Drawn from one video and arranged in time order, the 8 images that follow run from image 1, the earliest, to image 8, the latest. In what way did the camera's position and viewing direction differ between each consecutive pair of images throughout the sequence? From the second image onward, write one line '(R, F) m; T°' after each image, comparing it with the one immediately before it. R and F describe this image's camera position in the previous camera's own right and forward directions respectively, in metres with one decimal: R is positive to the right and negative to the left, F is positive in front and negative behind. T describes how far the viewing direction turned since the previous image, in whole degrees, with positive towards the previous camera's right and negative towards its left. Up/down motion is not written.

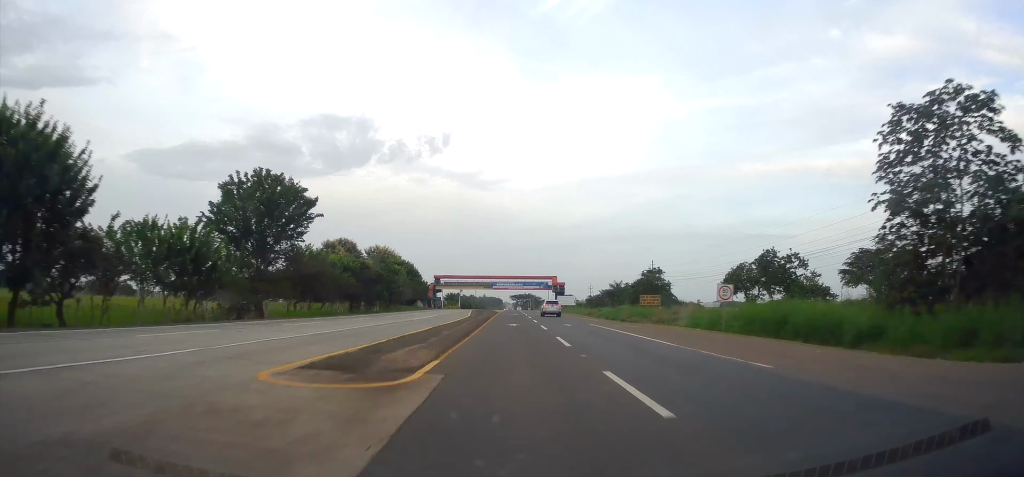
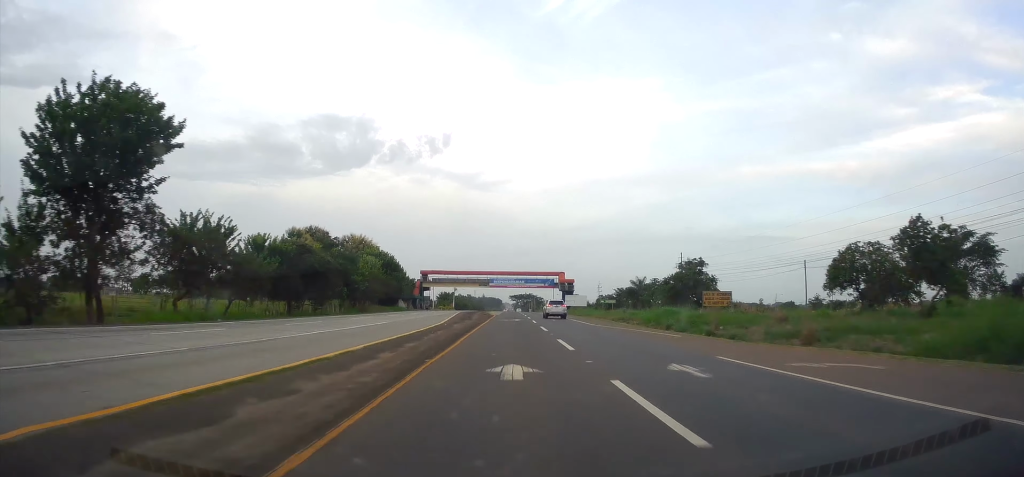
(-0.1, +24.8) m; 0°
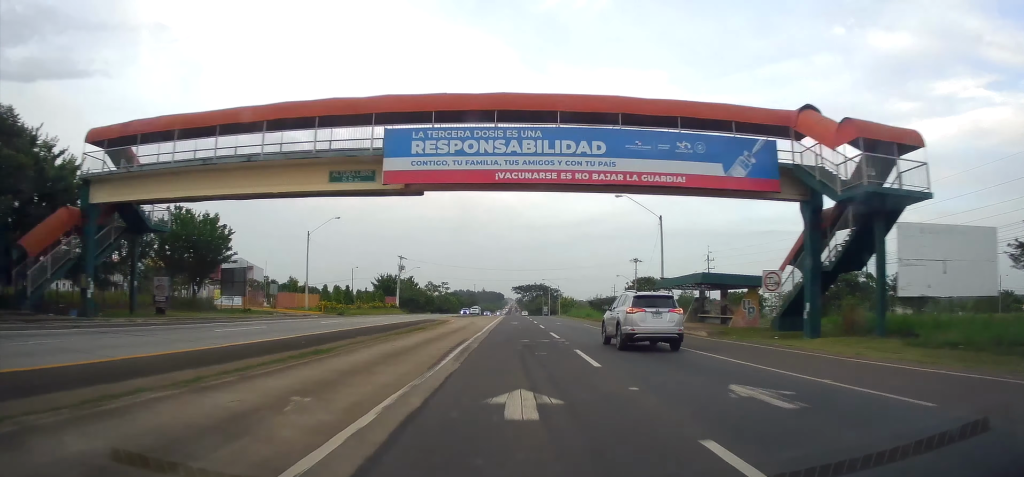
(+0.1, +118.7) m; 0°
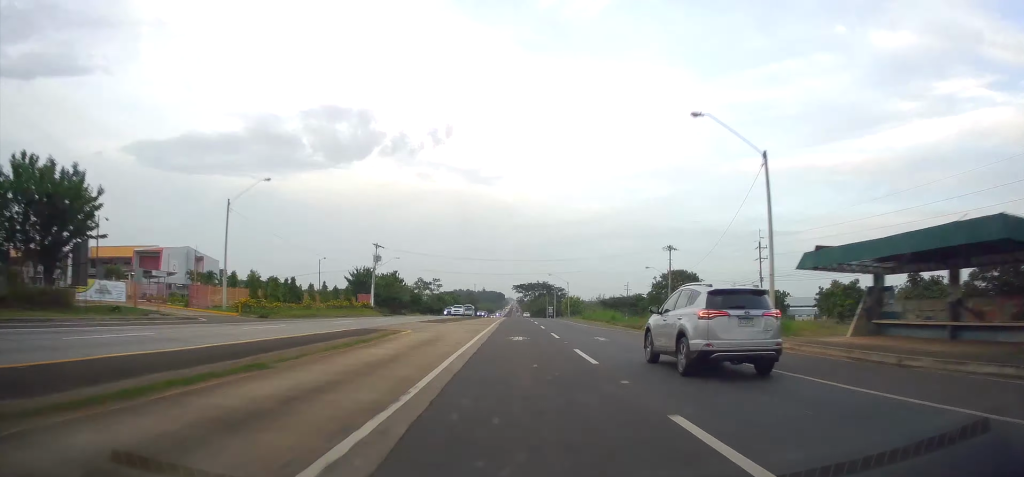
(+0.1, +21.0) m; 0°
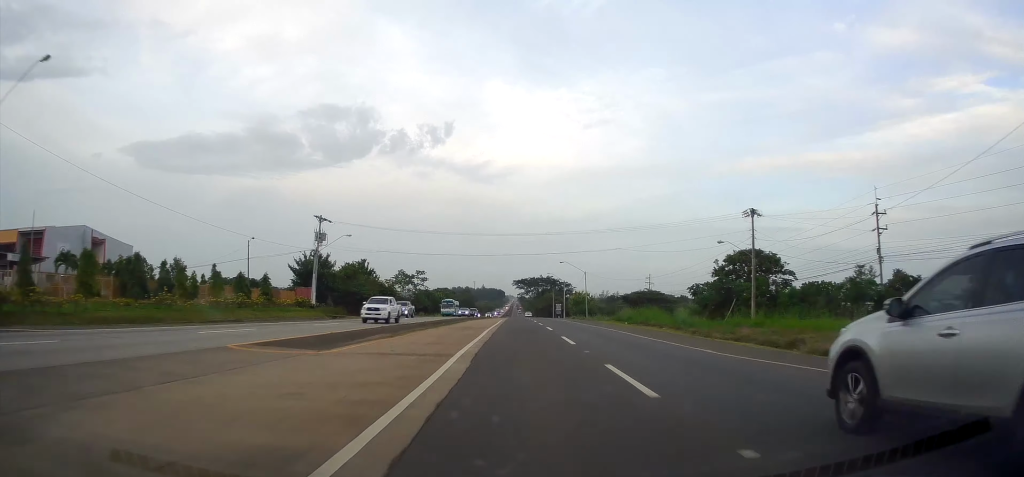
(+0.3, +28.0) m; 0°
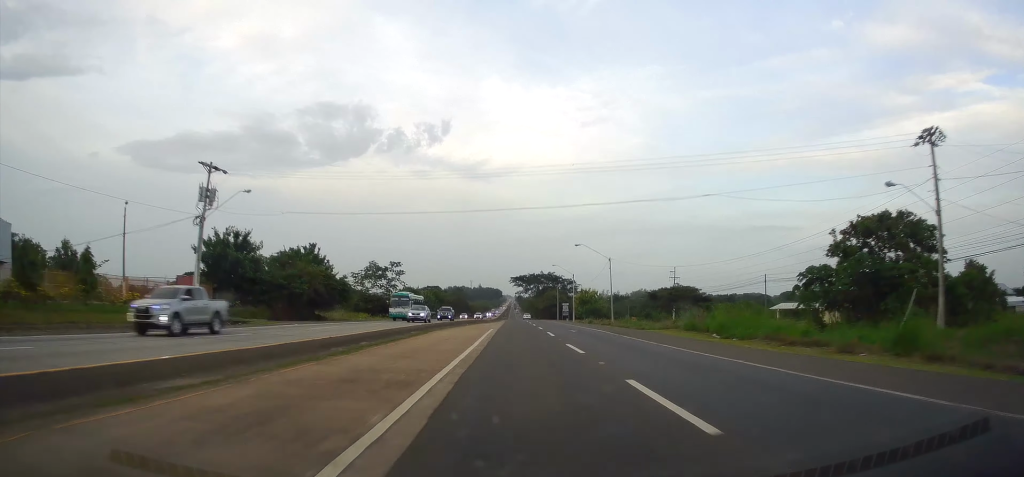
(0.0, +25.8) m; 0°
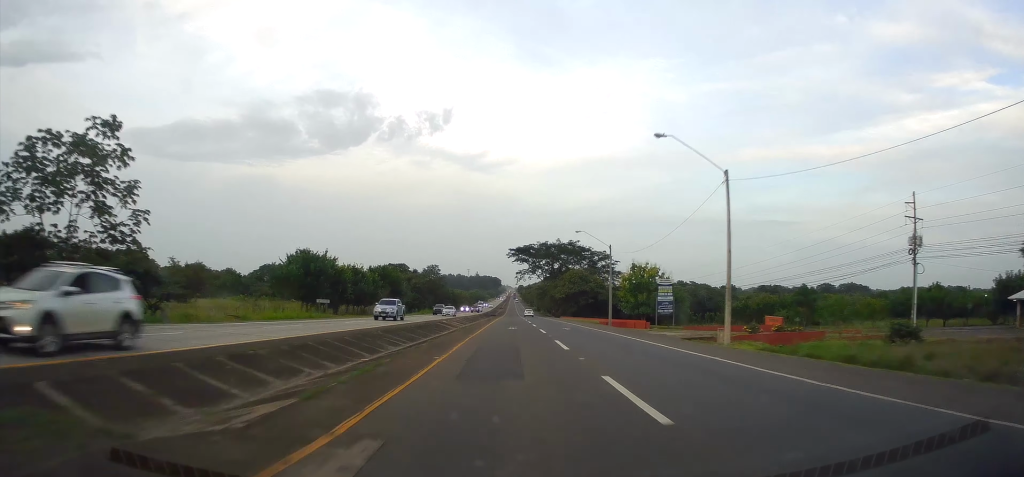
(-0.4, +78.7) m; 0°
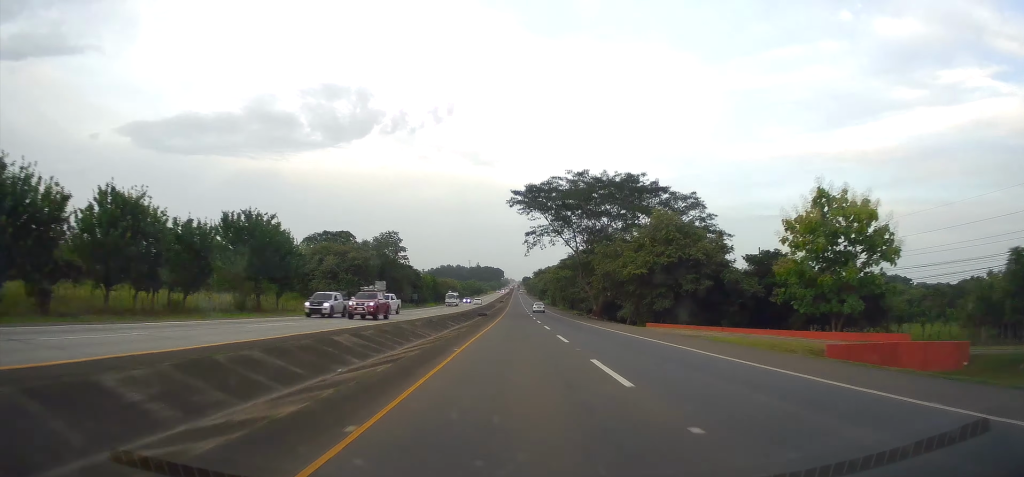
(0.0, +65.3) m; 0°
